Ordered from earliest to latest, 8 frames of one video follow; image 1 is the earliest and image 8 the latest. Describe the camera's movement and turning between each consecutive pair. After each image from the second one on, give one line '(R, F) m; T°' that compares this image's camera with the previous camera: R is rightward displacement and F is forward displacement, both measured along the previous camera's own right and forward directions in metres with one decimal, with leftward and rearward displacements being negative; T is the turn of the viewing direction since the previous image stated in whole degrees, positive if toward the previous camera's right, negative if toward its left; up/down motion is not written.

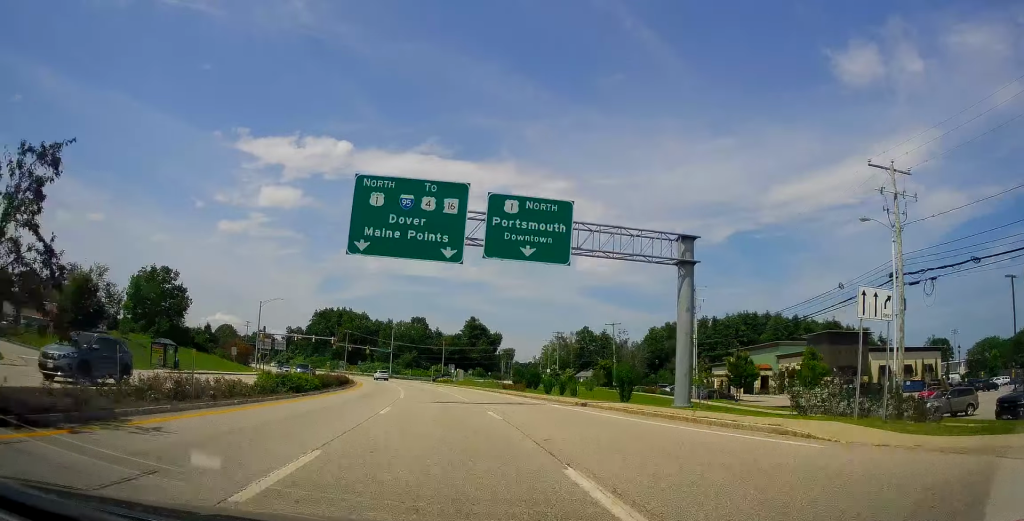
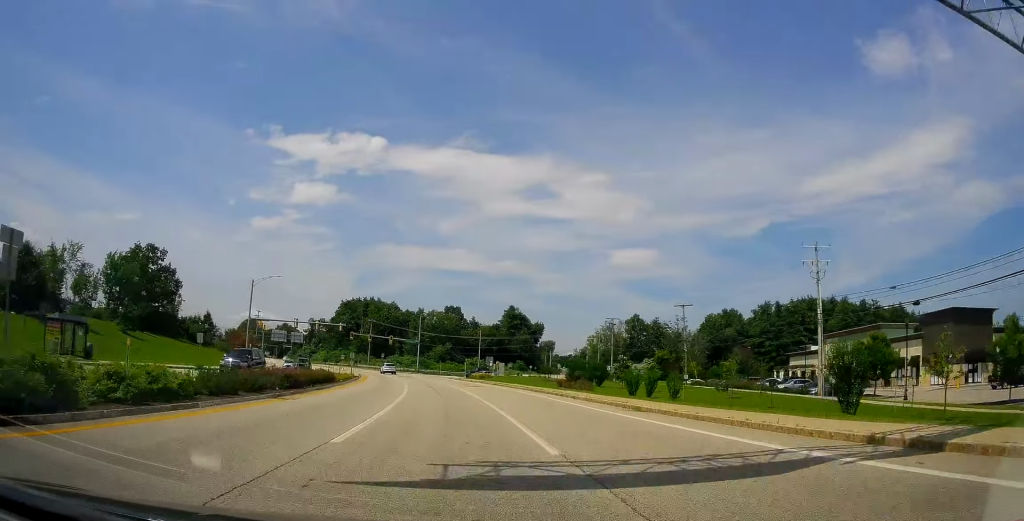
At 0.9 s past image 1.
(-0.5, +20.3) m; -2°
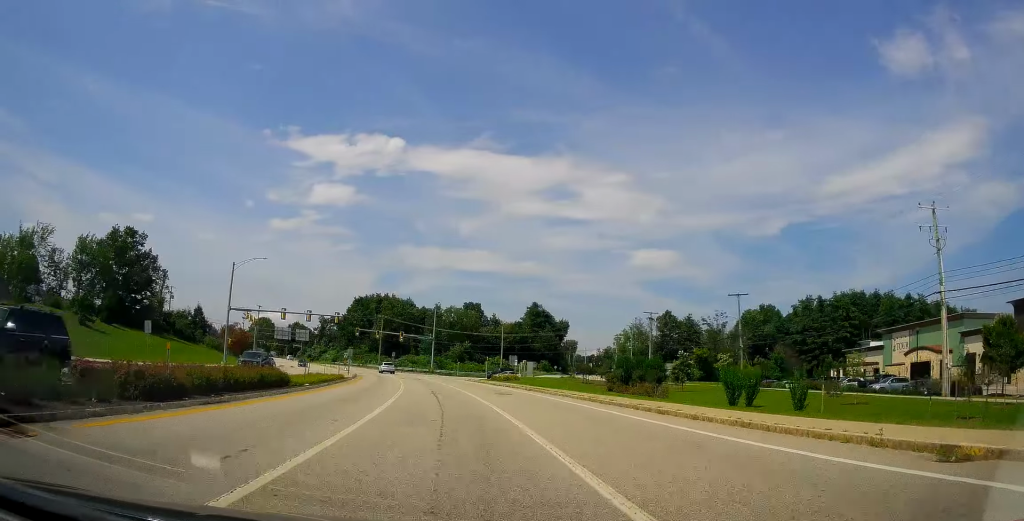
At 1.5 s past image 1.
(-0.1, +13.8) m; -1°
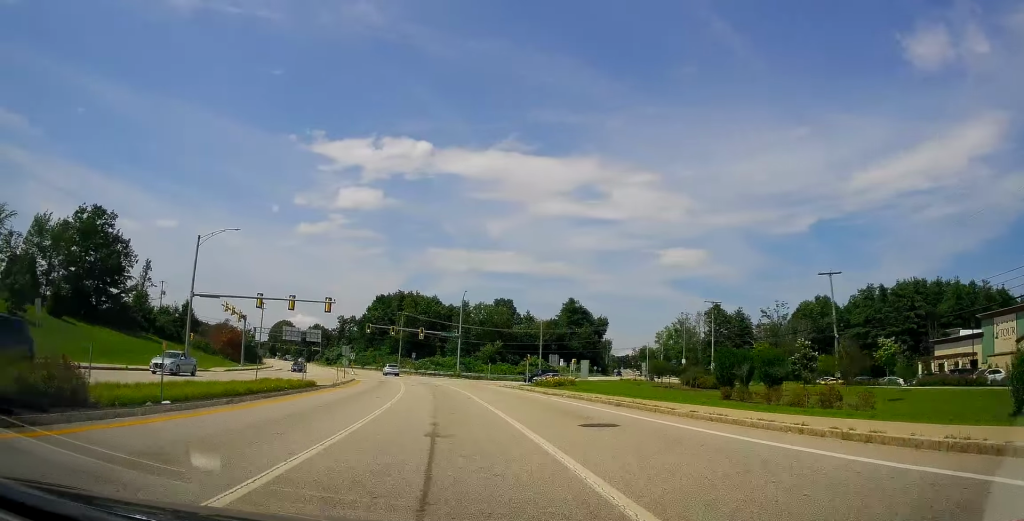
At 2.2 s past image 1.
(-0.3, +17.0) m; -3°
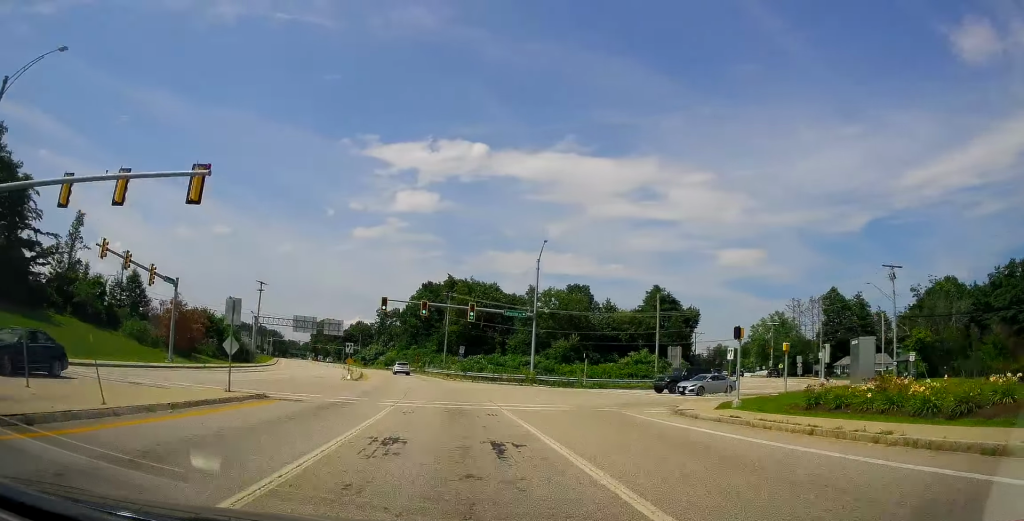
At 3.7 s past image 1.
(-1.8, +34.8) m; -5°
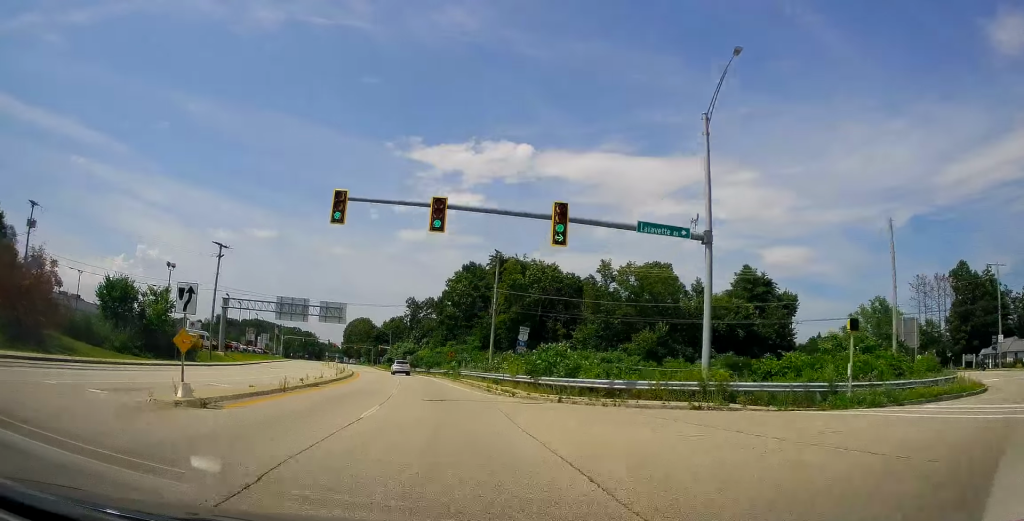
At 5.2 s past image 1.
(-1.3, +33.6) m; -6°
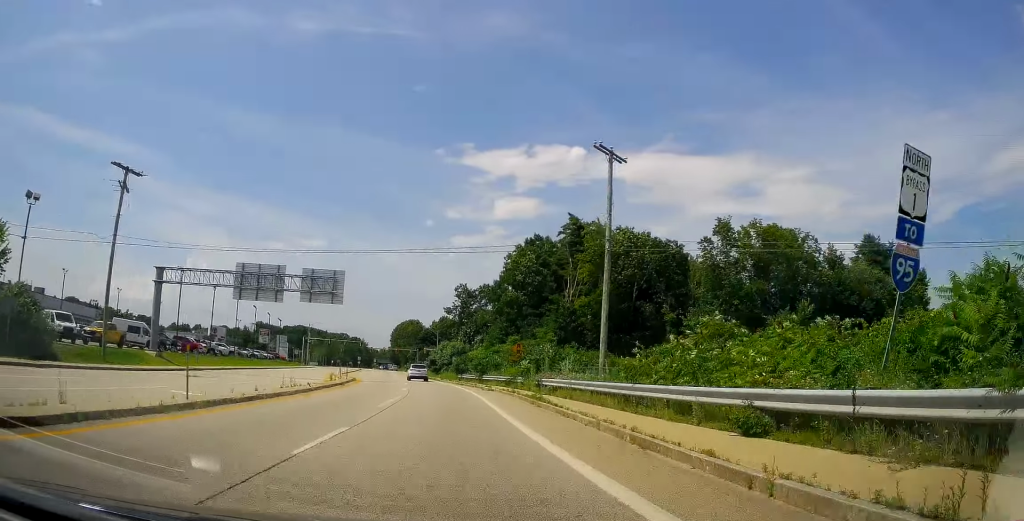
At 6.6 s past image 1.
(-1.4, +32.0) m; -5°
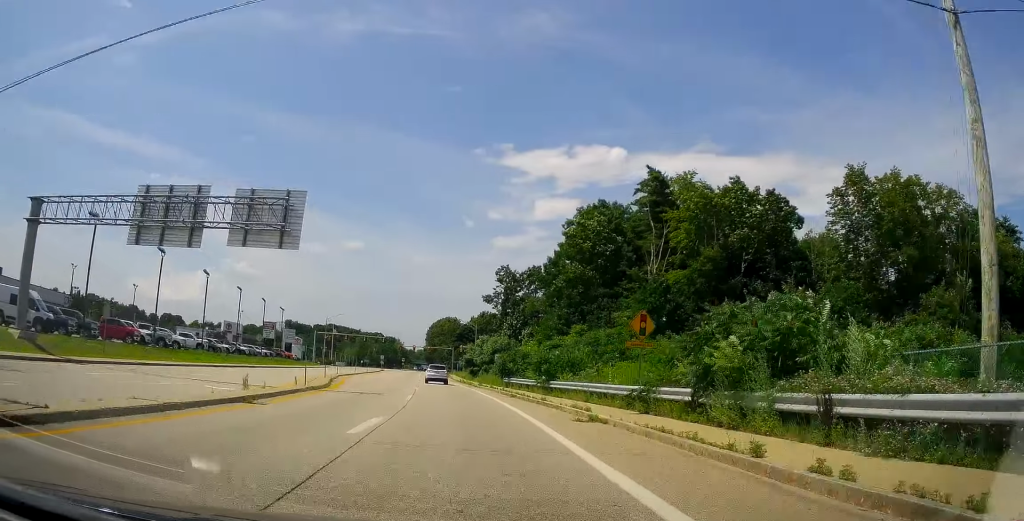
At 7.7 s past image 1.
(-0.9, +23.4) m; -4°
